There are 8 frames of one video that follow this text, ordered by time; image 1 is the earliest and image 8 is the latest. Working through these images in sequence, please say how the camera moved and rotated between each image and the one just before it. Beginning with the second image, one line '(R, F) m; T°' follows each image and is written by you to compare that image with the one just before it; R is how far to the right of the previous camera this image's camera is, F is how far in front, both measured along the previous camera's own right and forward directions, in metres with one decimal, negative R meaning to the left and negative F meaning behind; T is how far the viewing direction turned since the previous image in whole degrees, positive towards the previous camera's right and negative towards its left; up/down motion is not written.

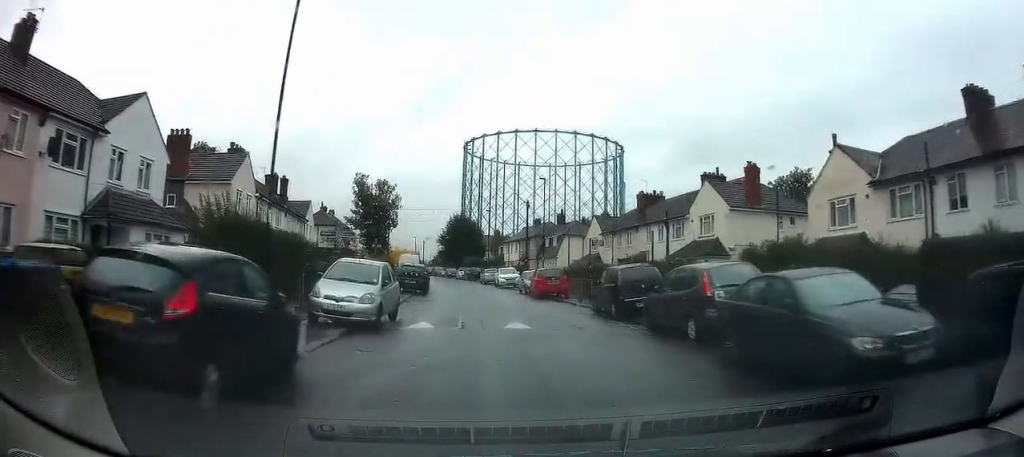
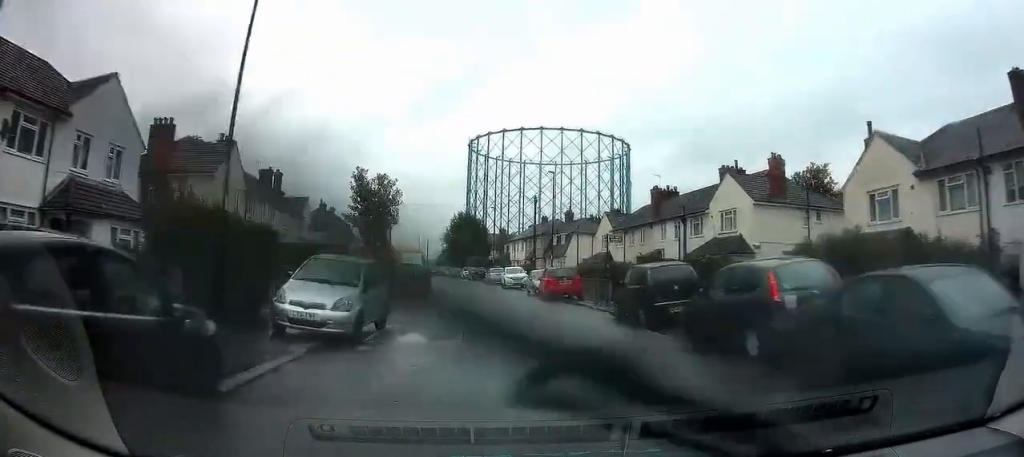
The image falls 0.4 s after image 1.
(0.0, +2.6) m; 0°
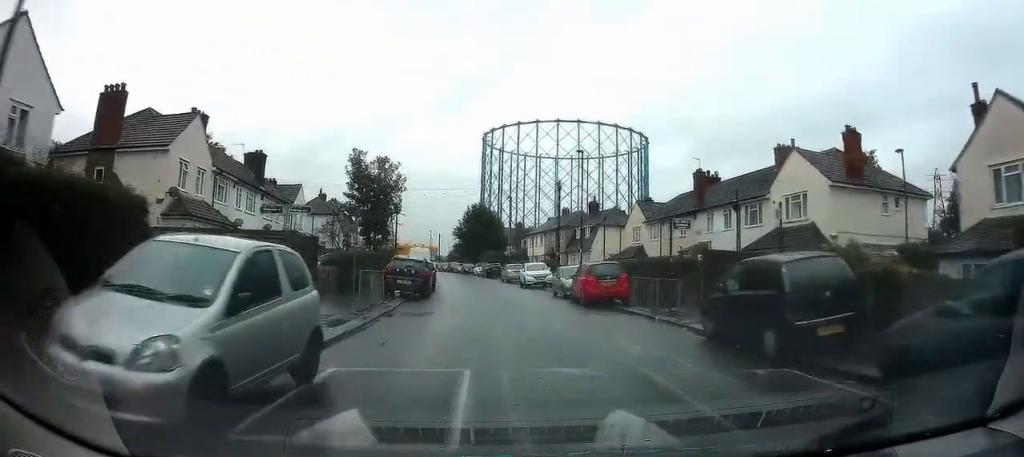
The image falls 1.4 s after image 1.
(+0.1, +6.6) m; 0°
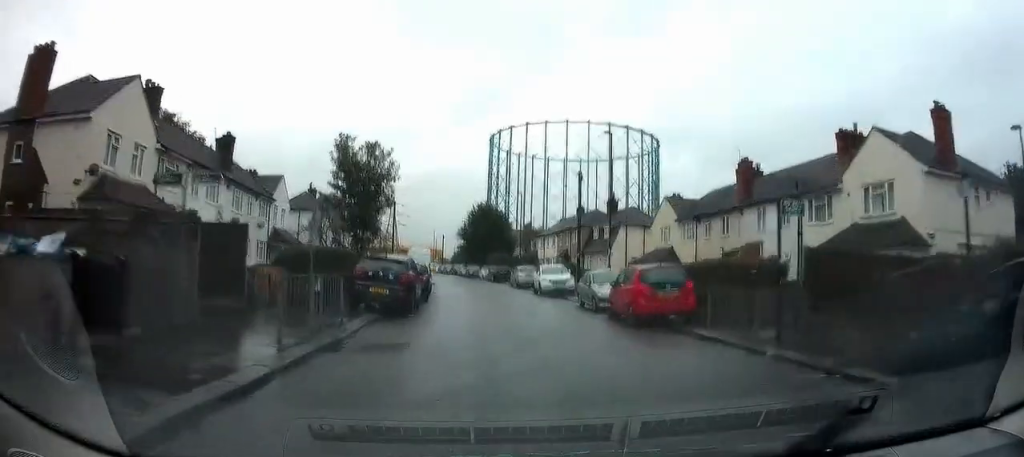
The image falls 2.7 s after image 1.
(-0.1, +7.1) m; -3°
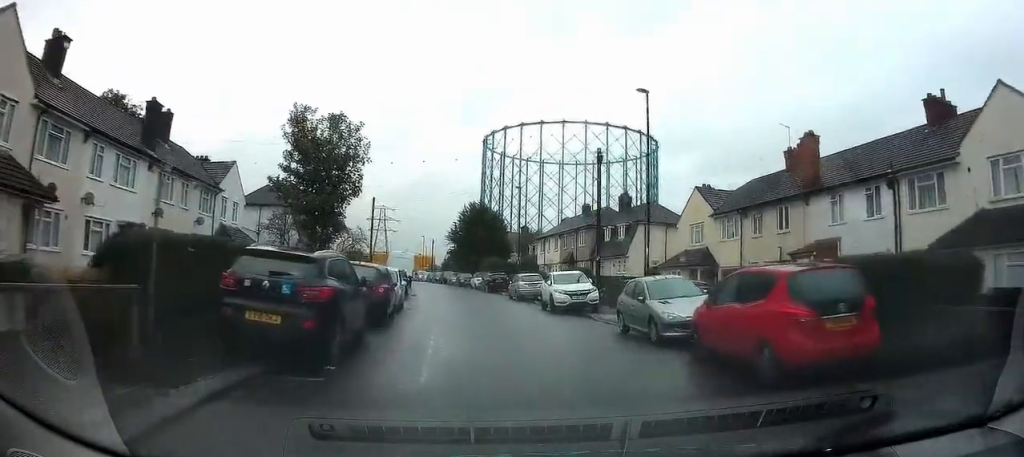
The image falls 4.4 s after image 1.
(0.0, +8.2) m; 0°
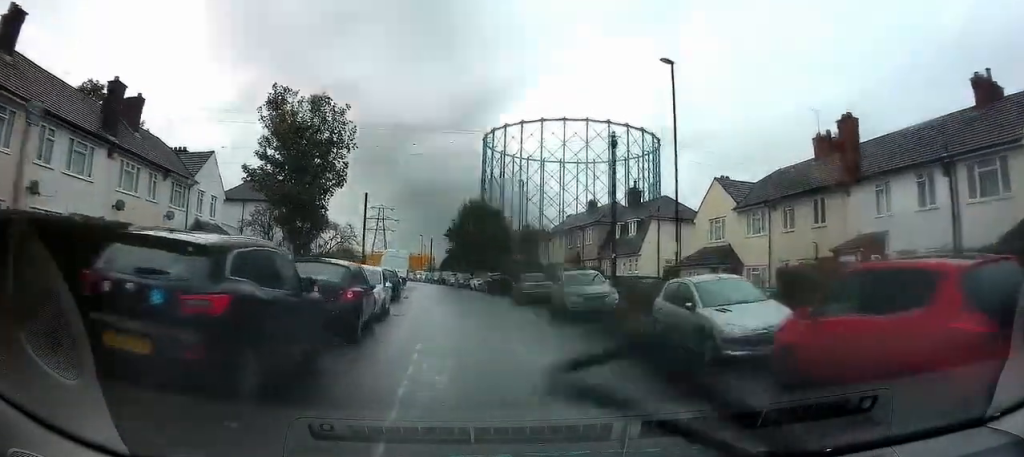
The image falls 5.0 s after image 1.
(+0.1, +2.8) m; 0°
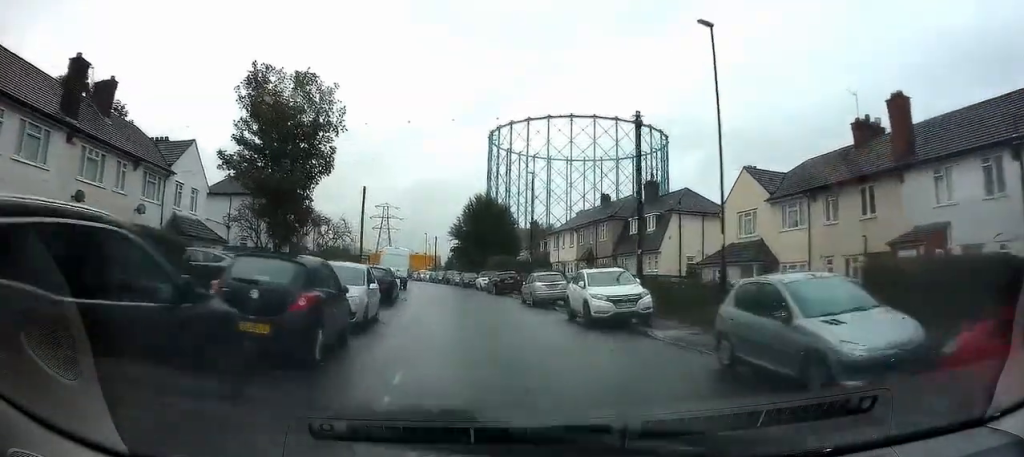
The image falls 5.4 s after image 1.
(-0.1, +2.8) m; -1°
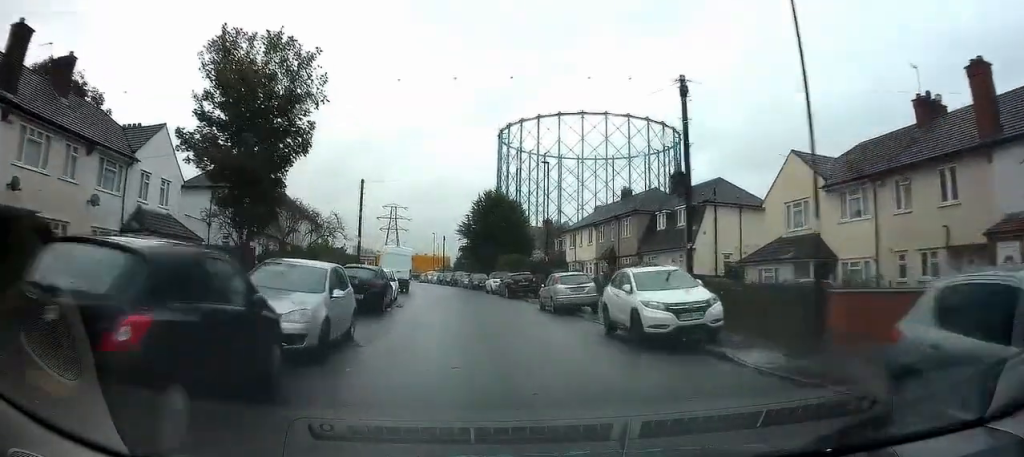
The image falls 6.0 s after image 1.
(-0.1, +3.6) m; -1°
